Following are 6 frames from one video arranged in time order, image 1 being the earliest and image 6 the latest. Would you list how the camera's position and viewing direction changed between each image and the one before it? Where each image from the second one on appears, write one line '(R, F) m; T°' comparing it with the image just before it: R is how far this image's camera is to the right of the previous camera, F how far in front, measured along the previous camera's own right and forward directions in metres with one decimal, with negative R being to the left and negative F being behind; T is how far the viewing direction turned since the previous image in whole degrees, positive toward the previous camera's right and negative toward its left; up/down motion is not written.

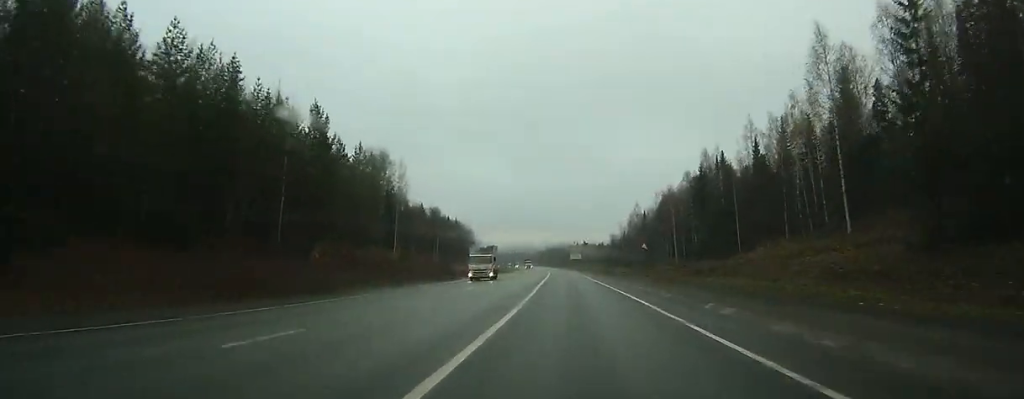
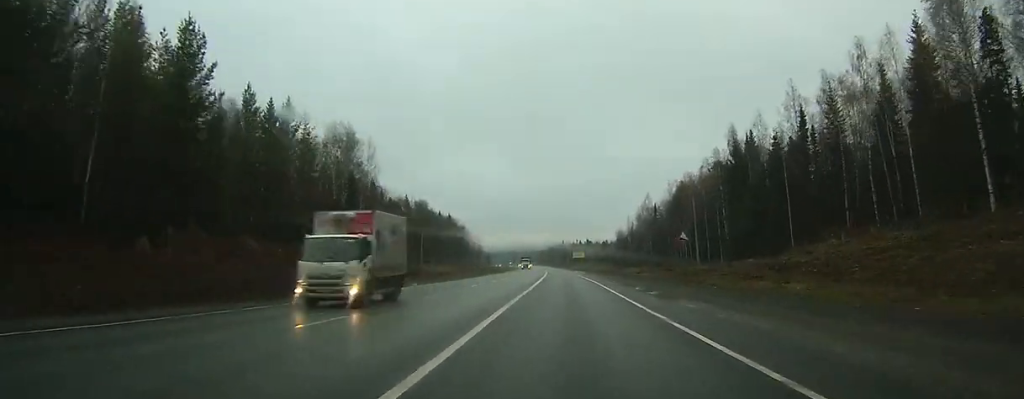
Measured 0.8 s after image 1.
(-0.1, +20.4) m; 0°
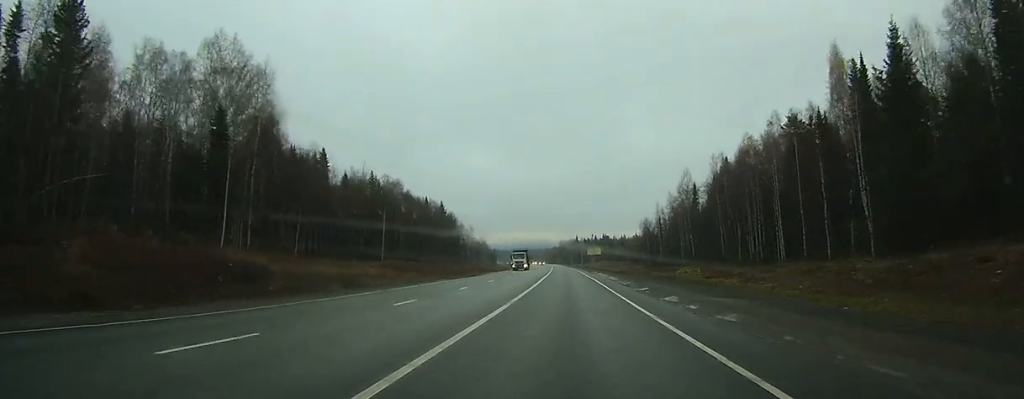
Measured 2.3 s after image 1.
(-0.1, +39.9) m; -1°
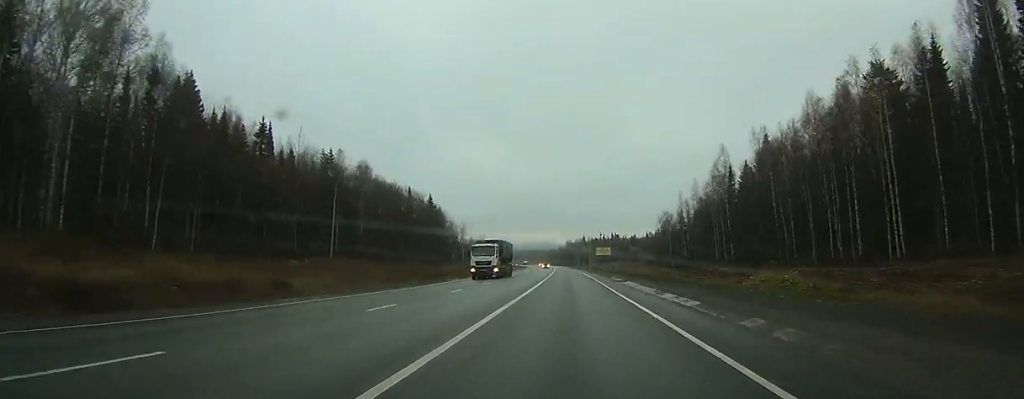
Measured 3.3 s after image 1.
(-0.4, +26.7) m; -1°
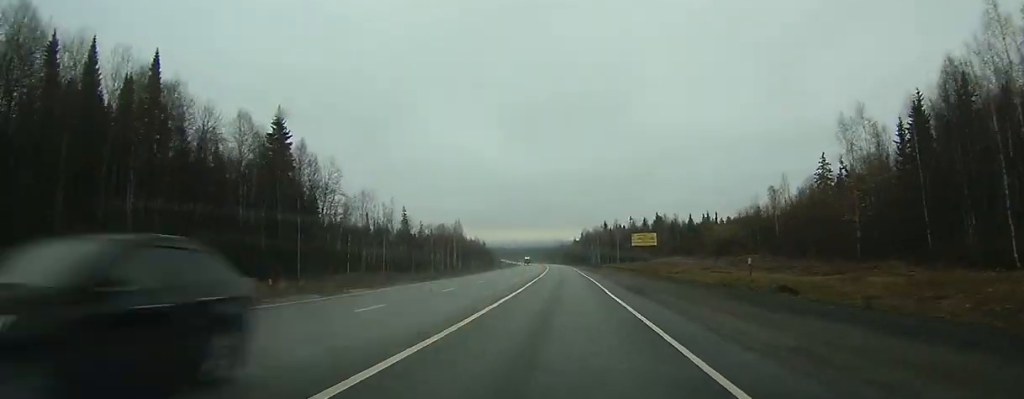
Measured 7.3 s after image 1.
(-2.4, +107.8) m; -2°
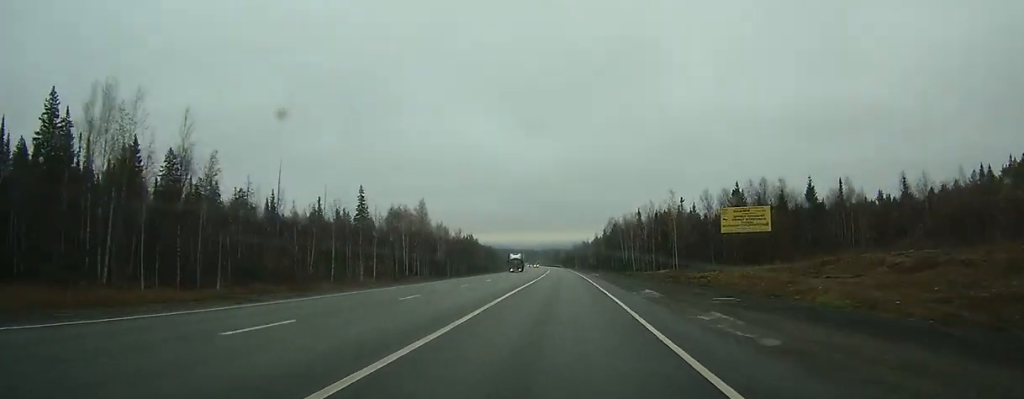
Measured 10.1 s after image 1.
(-0.6, +79.2) m; -2°
